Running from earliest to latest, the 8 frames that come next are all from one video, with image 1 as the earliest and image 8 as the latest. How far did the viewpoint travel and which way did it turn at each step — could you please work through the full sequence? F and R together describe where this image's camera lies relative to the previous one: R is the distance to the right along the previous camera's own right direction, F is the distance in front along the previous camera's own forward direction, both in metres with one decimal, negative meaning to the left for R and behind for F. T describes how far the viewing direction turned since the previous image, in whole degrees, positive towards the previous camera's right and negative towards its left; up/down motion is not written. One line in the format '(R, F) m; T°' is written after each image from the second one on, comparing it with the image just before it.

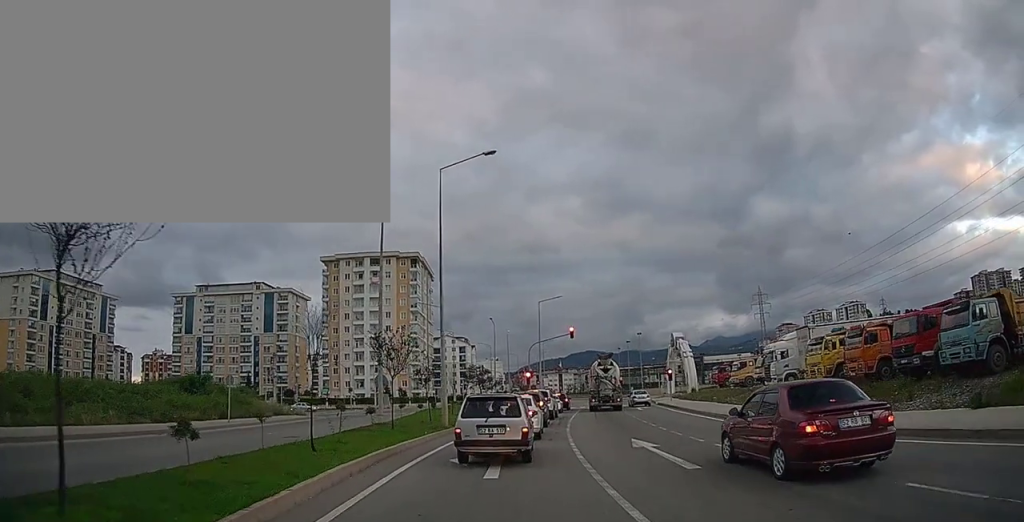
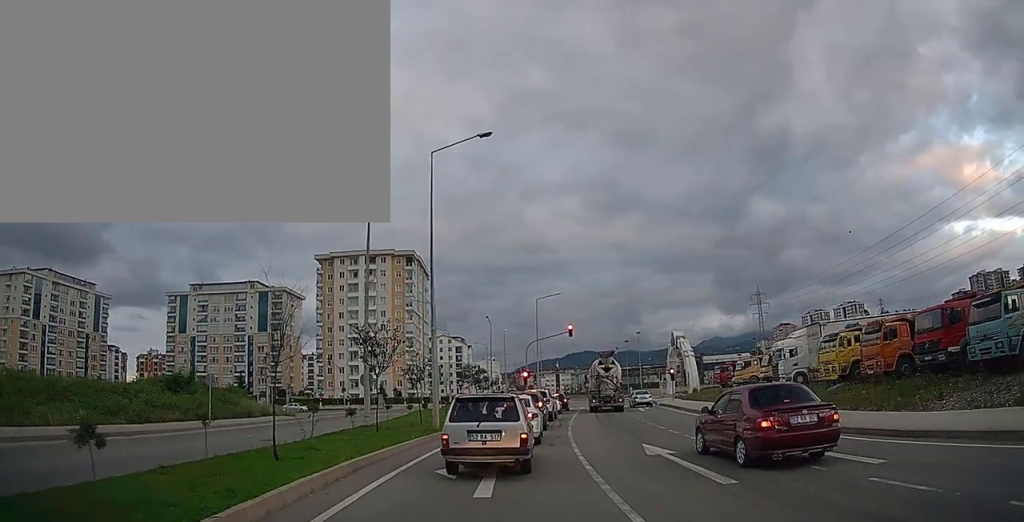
(0.0, +1.5) m; 0°
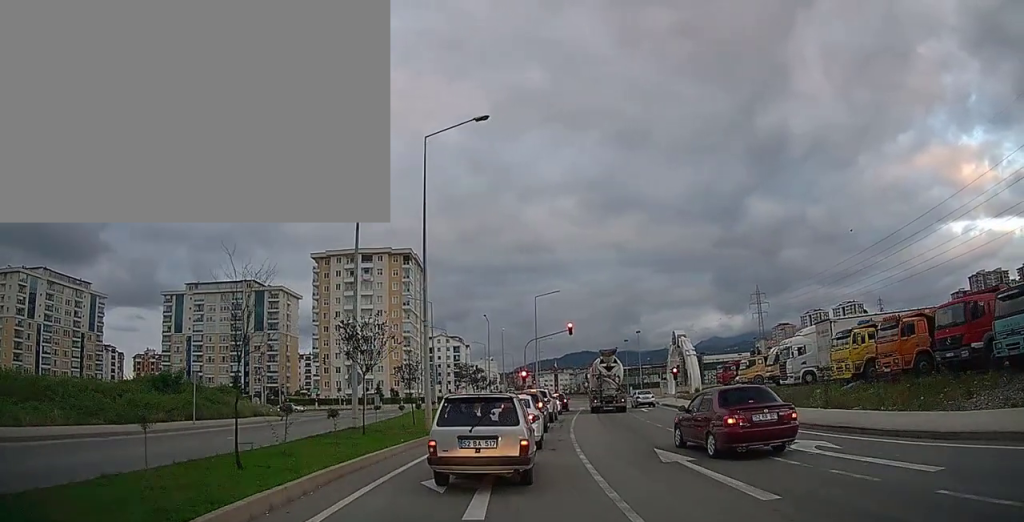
(0.0, +1.5) m; 0°
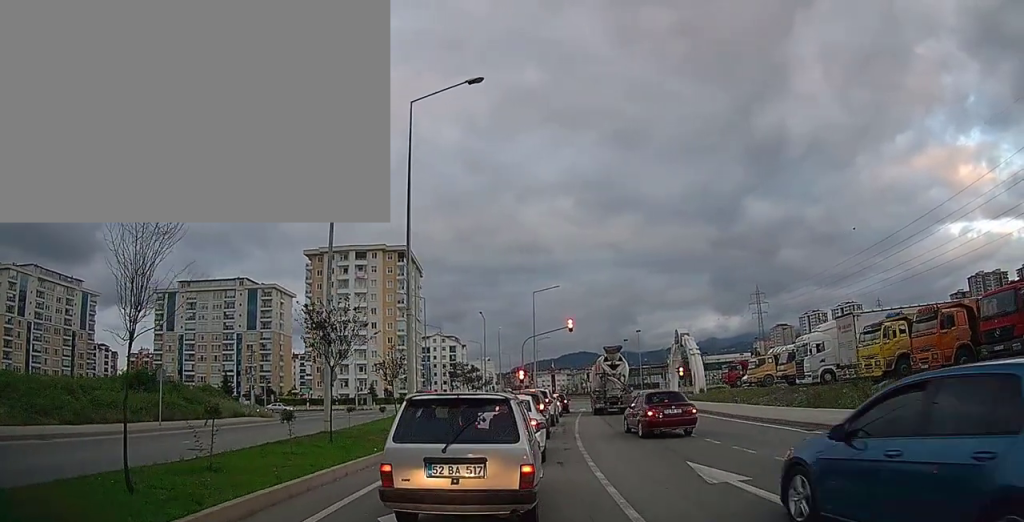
(0.0, +3.7) m; 0°
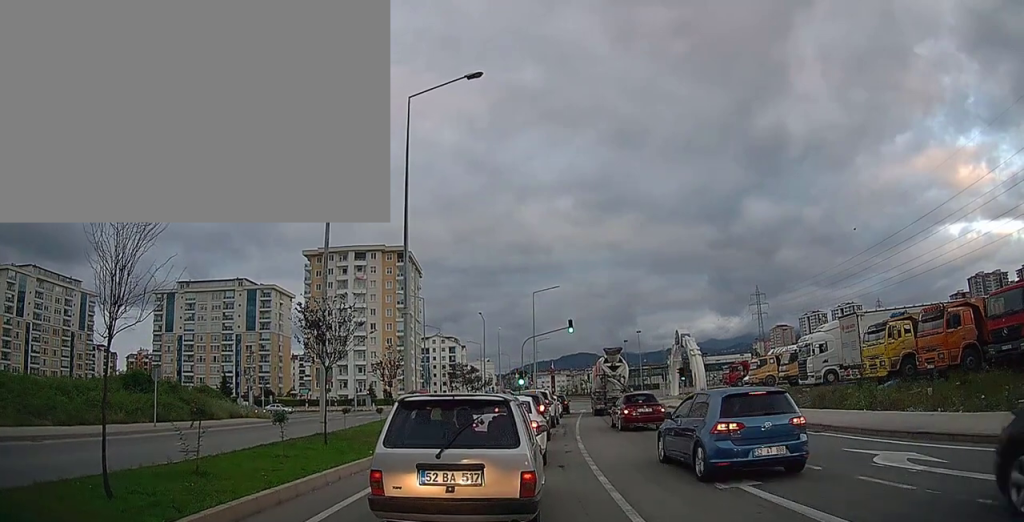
(0.0, +0.5) m; 0°
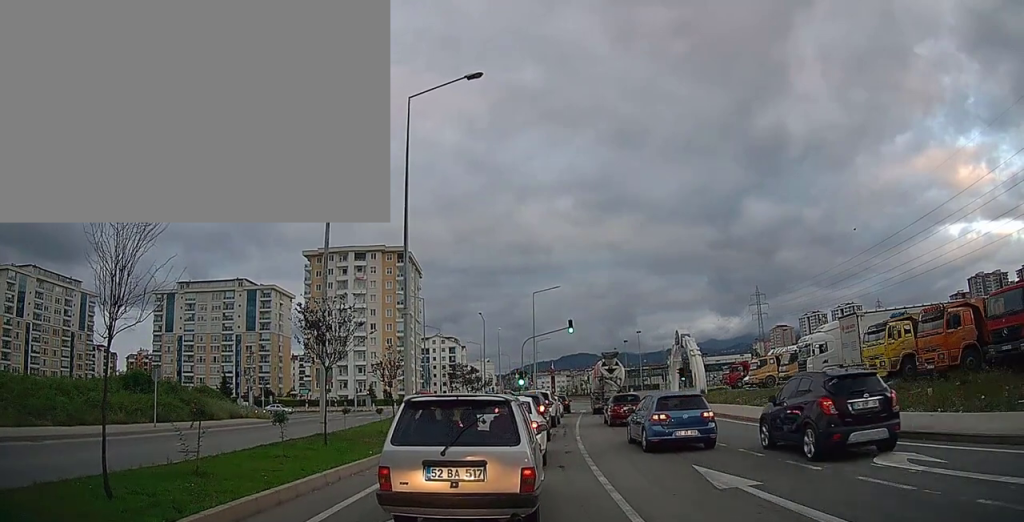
(+0.1, +0.3) m; 0°
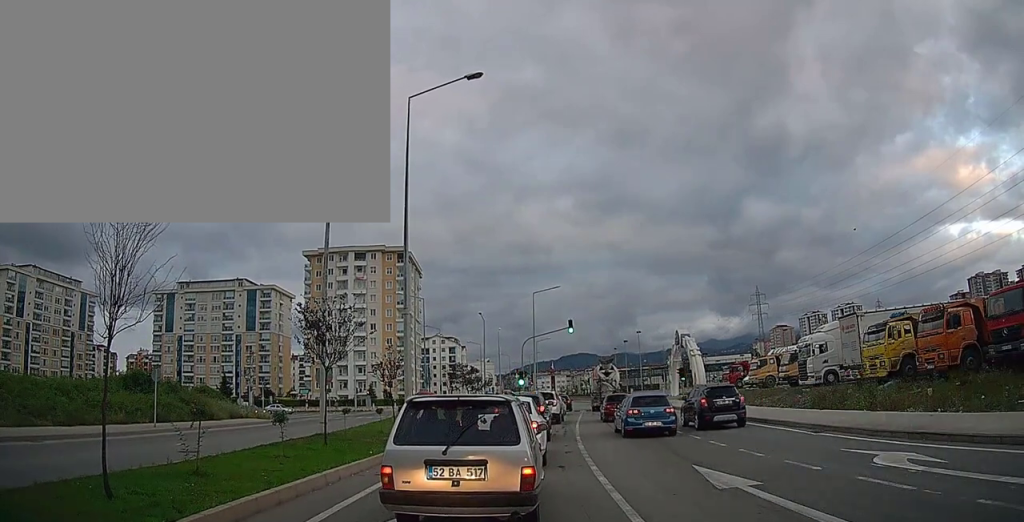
(0.0, 0.0) m; 0°
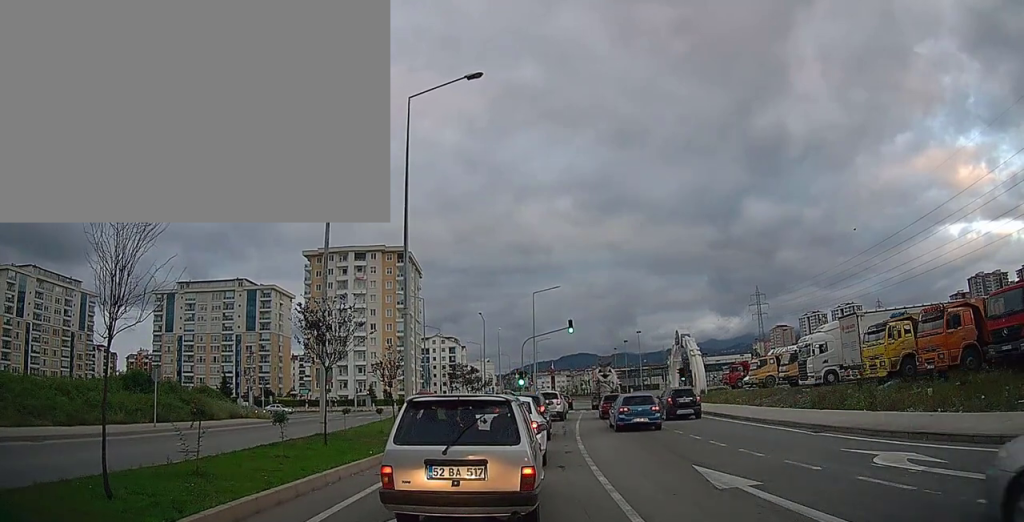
(0.0, 0.0) m; 0°
